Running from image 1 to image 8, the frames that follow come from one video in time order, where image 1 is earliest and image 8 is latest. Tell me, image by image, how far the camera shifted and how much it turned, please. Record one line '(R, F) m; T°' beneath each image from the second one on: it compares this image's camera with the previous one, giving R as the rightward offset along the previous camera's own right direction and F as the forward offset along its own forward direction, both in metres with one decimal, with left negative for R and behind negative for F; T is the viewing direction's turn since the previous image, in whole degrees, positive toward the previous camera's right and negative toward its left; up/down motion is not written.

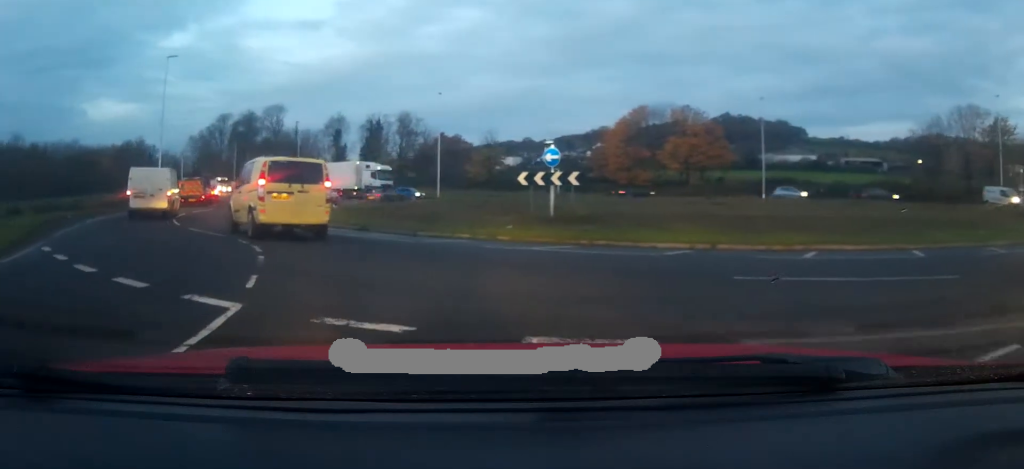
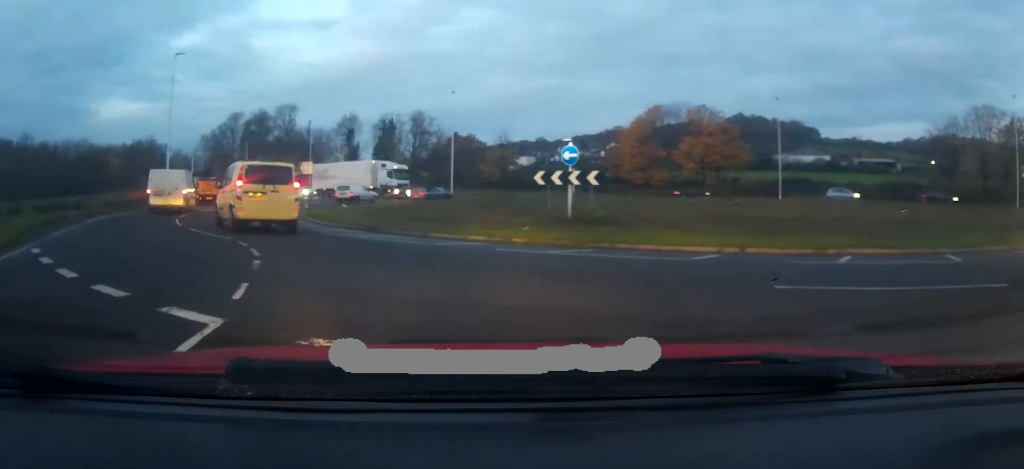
(-0.2, +0.5) m; -1°
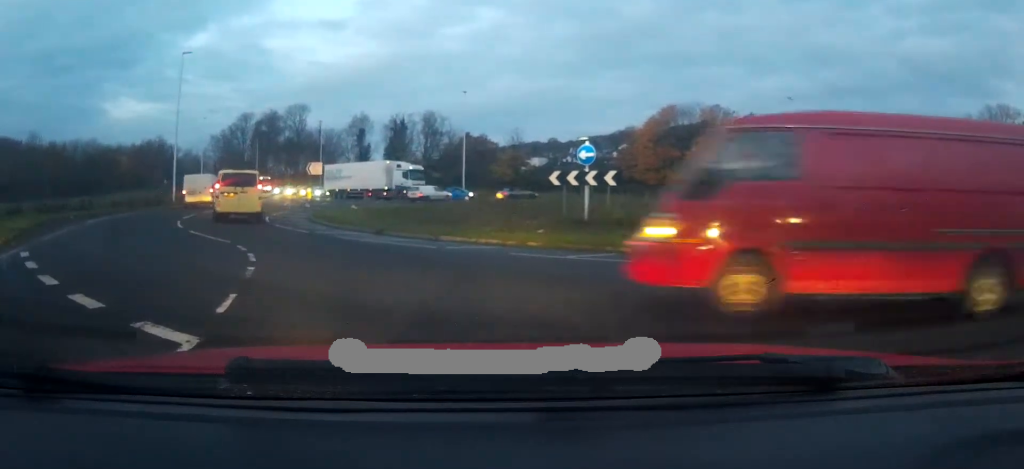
(-0.3, +1.0) m; 0°
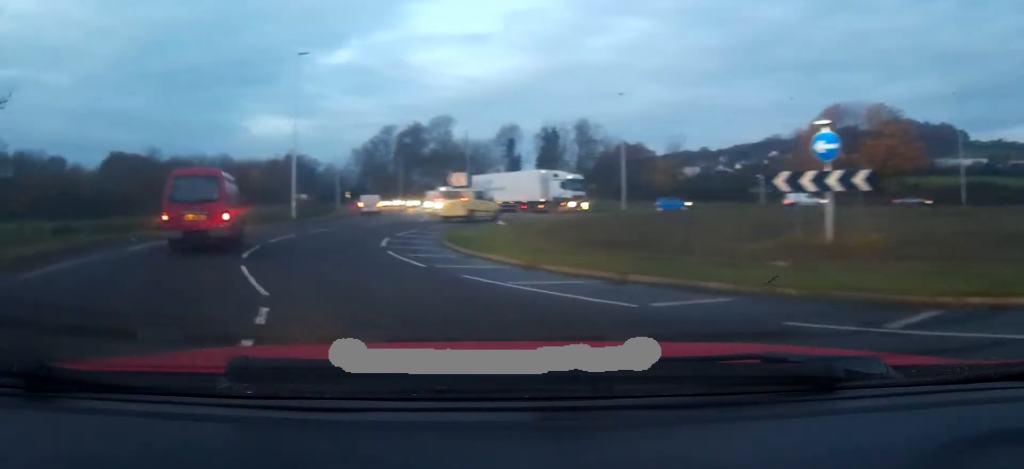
(-0.6, +7.5) m; -12°
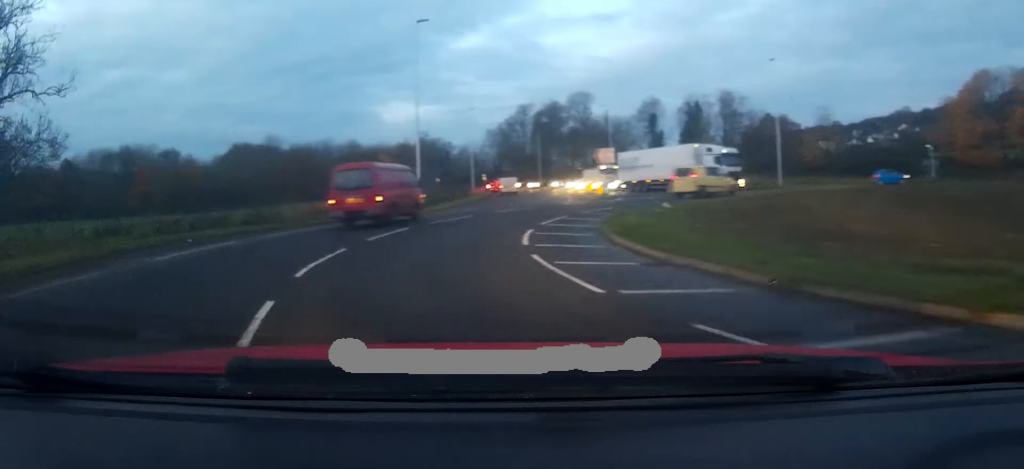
(-0.2, +5.5) m; -2°
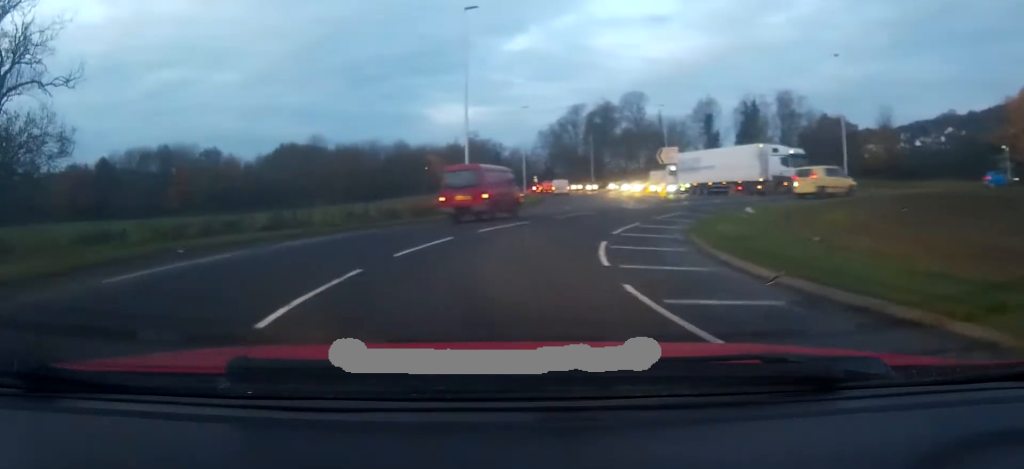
(0.0, +3.6) m; +1°
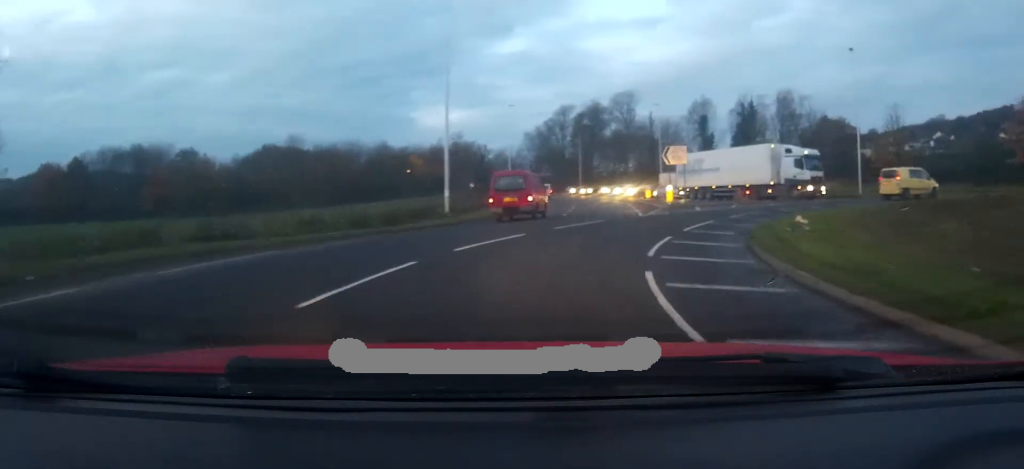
(-0.1, +5.3) m; +6°
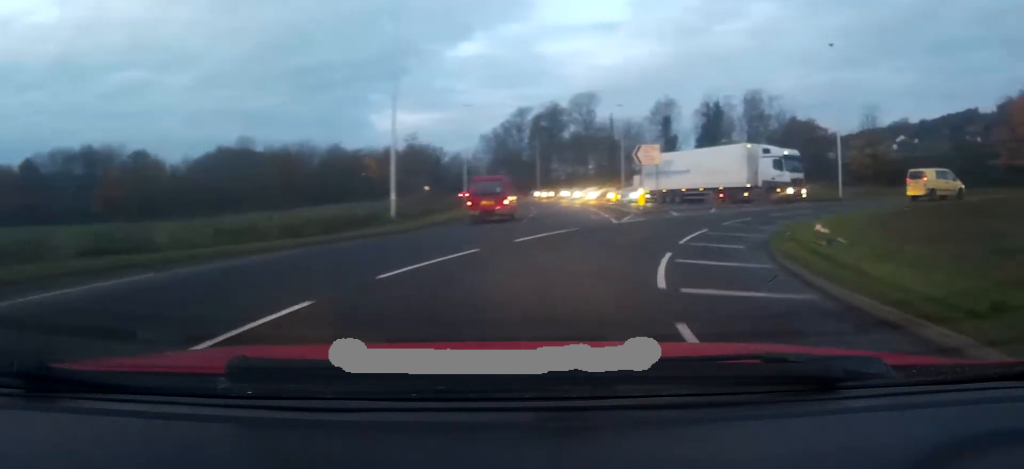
(+0.1, +3.5) m; +4°
